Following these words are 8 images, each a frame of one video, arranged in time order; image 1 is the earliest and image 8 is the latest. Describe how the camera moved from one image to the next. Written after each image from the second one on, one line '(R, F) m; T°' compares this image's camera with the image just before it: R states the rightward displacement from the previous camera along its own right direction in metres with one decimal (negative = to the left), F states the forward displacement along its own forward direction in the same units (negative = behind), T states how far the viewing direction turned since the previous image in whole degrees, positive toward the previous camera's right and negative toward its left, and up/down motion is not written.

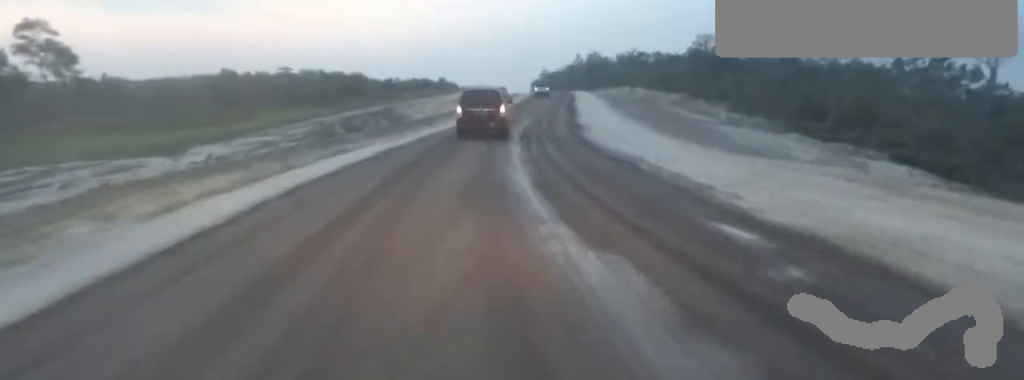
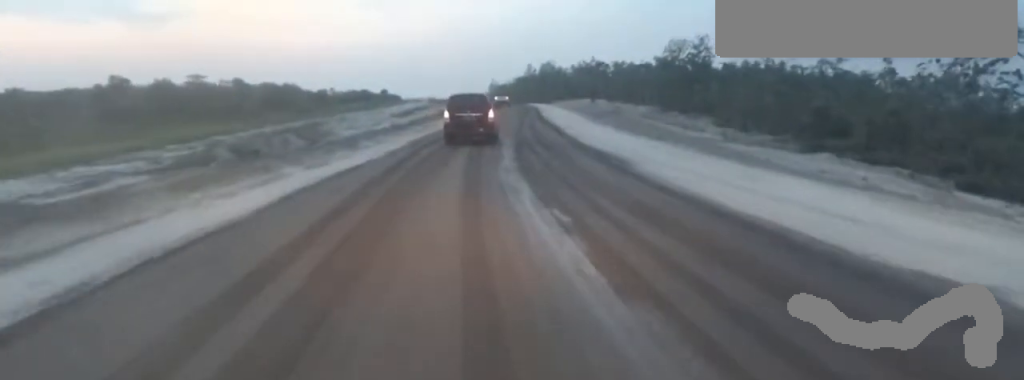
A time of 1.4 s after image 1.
(+0.3, +13.7) m; +4°
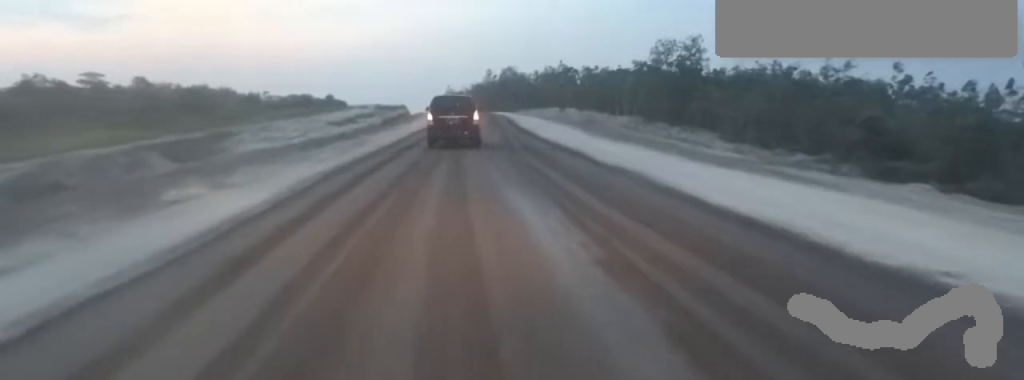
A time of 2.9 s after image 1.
(+1.0, +14.5) m; +1°
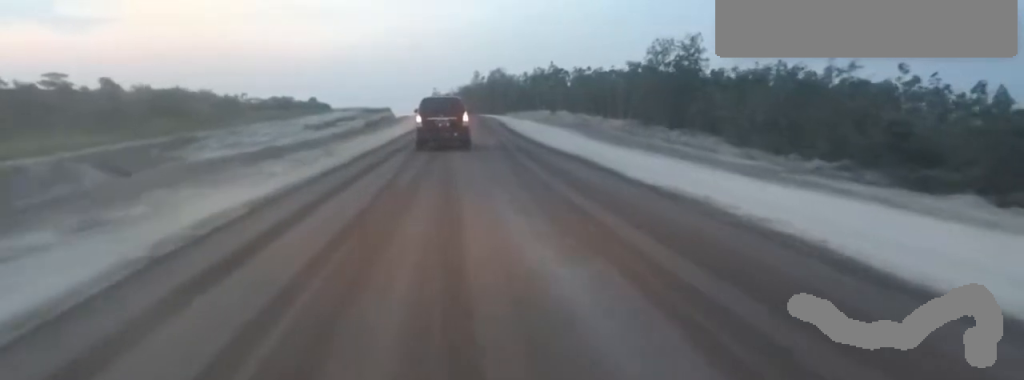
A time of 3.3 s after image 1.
(-0.5, +4.3) m; 0°
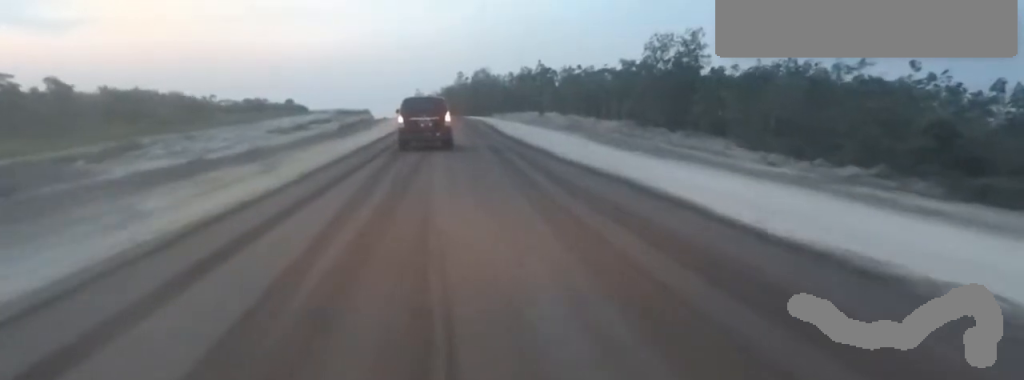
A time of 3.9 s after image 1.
(-0.3, +6.0) m; +2°
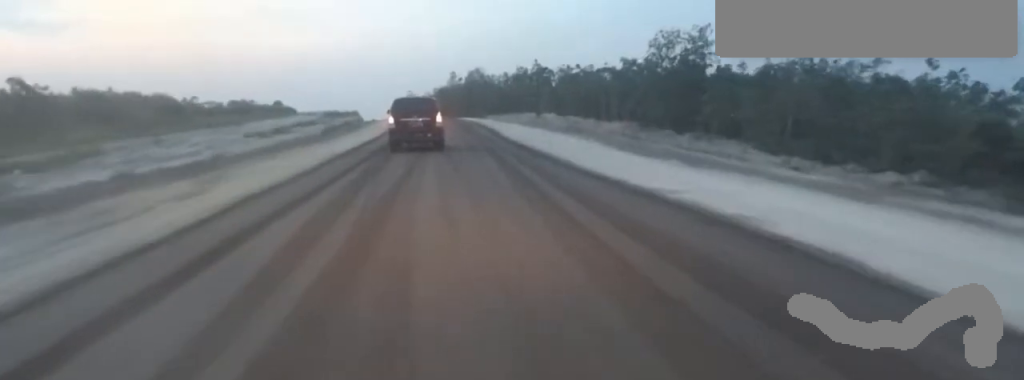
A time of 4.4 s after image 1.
(+0.4, +4.3) m; +5°
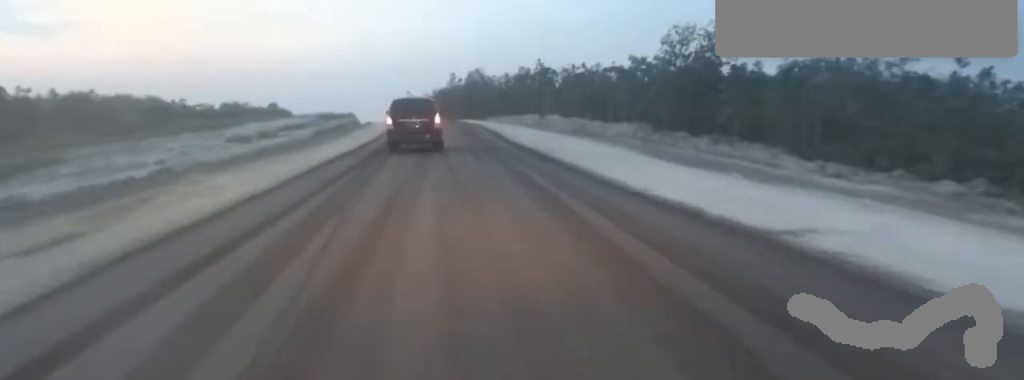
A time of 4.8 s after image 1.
(+0.1, +4.3) m; +5°
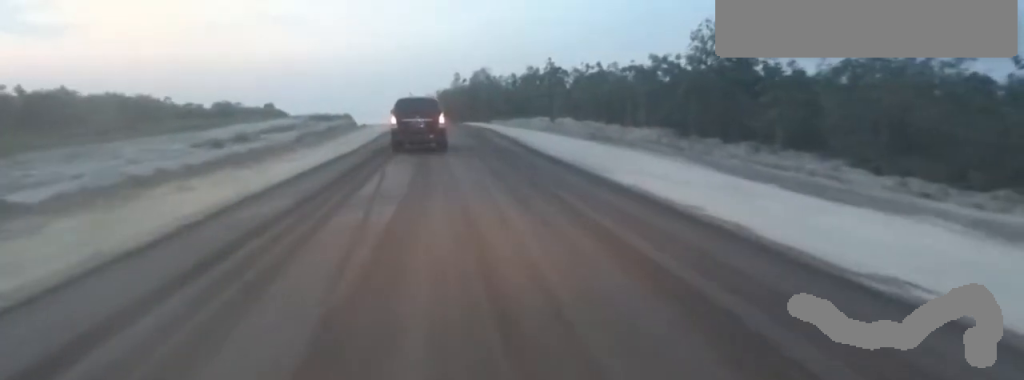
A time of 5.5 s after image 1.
(+0.6, +6.8) m; -5°
